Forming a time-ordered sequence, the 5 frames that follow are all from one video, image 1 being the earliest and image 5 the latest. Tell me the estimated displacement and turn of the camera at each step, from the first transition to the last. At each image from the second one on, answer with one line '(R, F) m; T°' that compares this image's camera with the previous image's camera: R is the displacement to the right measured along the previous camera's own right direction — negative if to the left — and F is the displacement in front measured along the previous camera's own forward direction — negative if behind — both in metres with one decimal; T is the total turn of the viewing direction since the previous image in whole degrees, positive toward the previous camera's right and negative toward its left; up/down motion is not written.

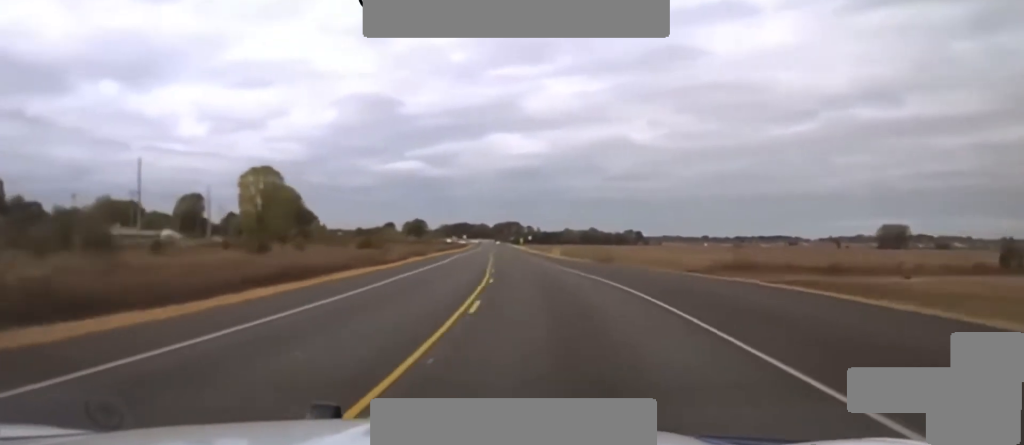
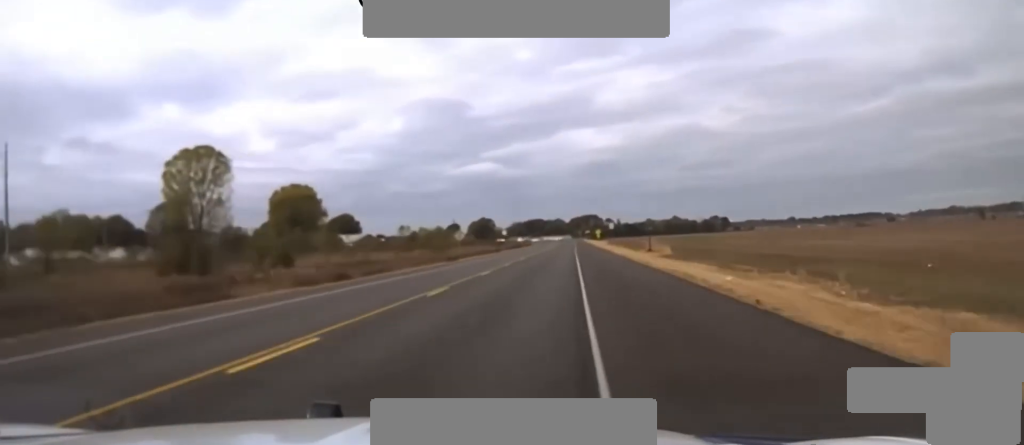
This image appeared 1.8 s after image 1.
(-4.5, +87.9) m; -6°
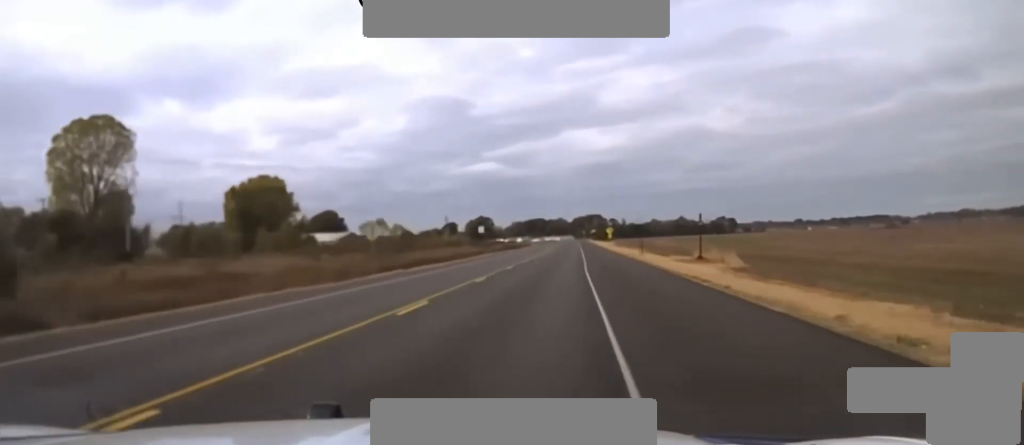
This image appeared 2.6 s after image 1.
(-0.6, +38.8) m; -1°
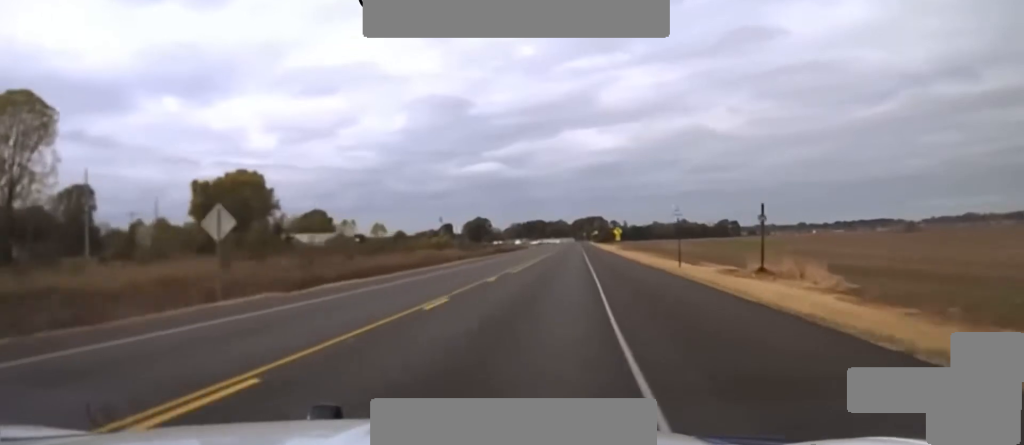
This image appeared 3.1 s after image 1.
(-0.1, +24.5) m; 0°
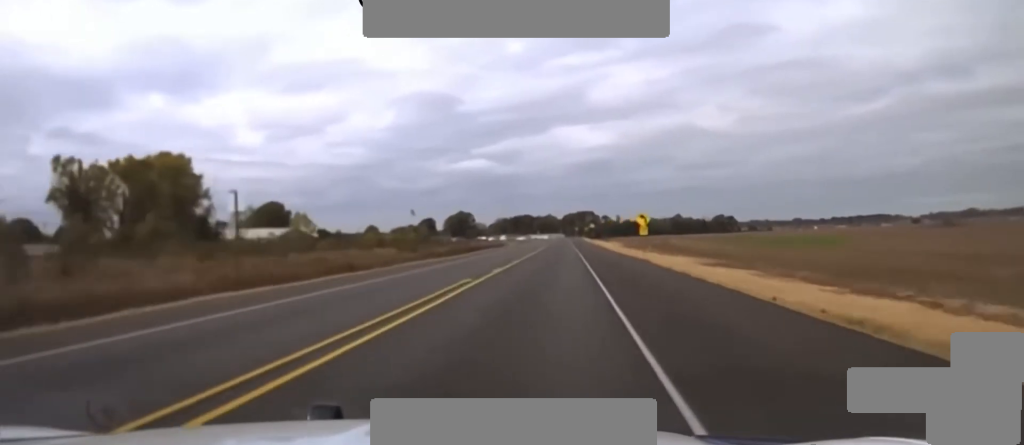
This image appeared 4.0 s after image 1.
(+0.2, +51.4) m; 0°
